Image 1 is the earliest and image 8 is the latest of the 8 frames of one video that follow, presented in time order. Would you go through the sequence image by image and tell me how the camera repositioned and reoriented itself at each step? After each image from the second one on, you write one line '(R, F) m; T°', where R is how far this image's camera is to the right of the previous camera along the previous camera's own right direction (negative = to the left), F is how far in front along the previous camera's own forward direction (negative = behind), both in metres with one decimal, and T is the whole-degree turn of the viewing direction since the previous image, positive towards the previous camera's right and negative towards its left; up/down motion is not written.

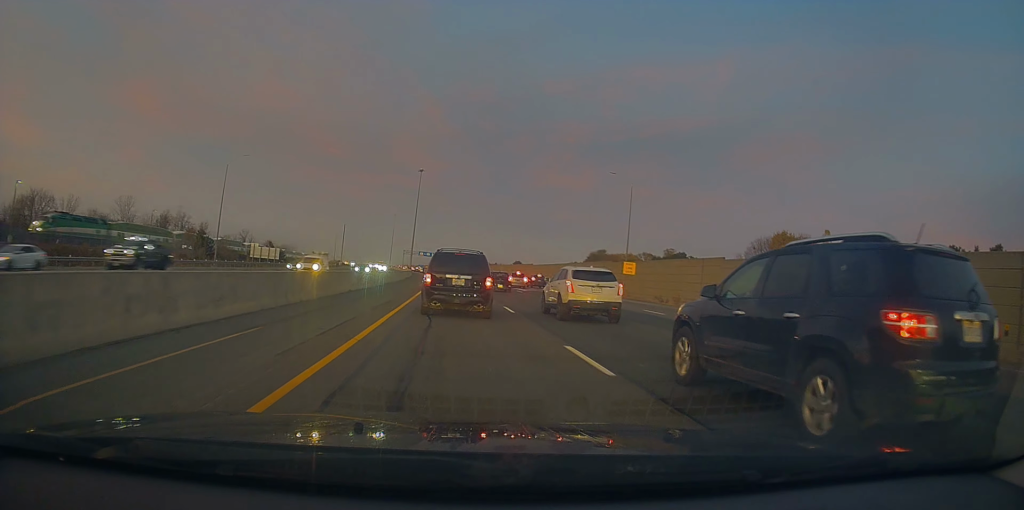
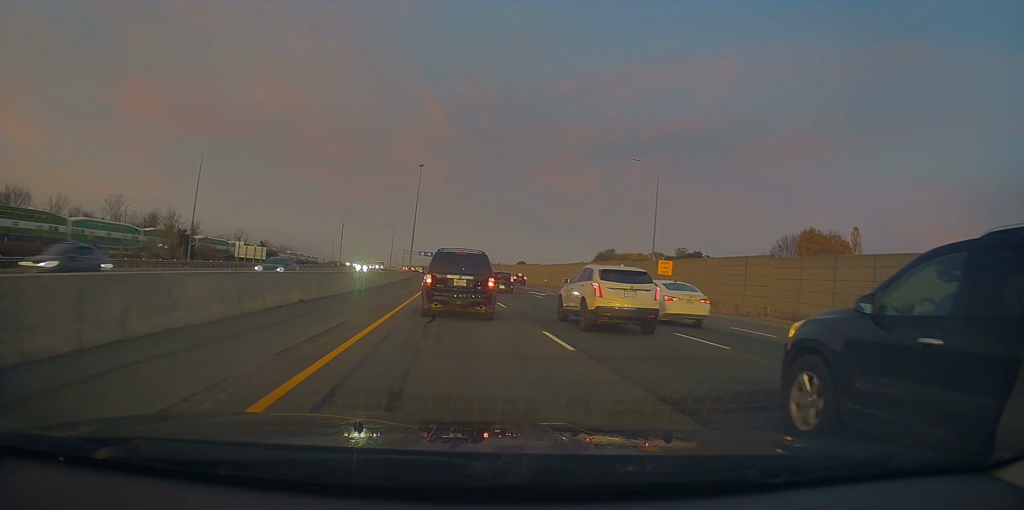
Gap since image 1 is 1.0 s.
(-0.2, +9.6) m; +1°
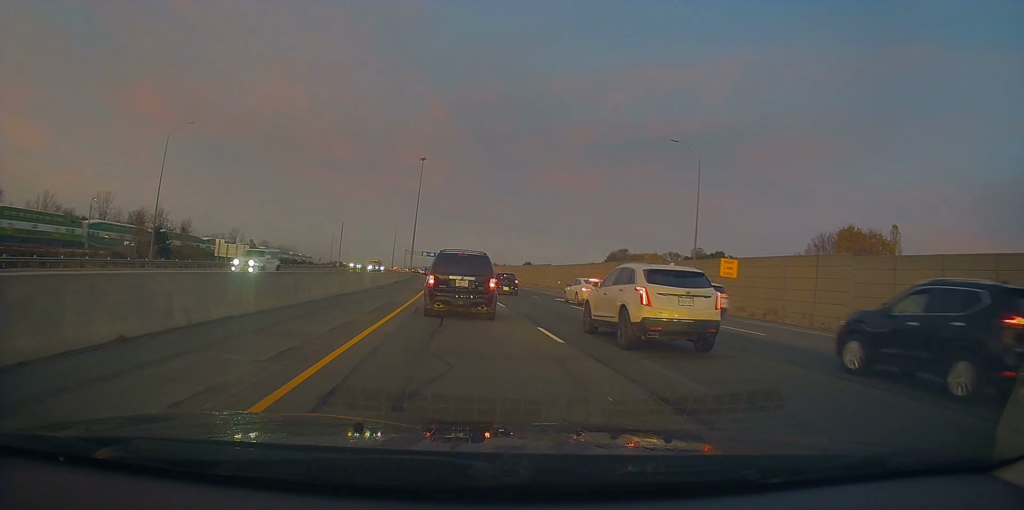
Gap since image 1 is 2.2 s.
(+0.4, +10.7) m; +1°
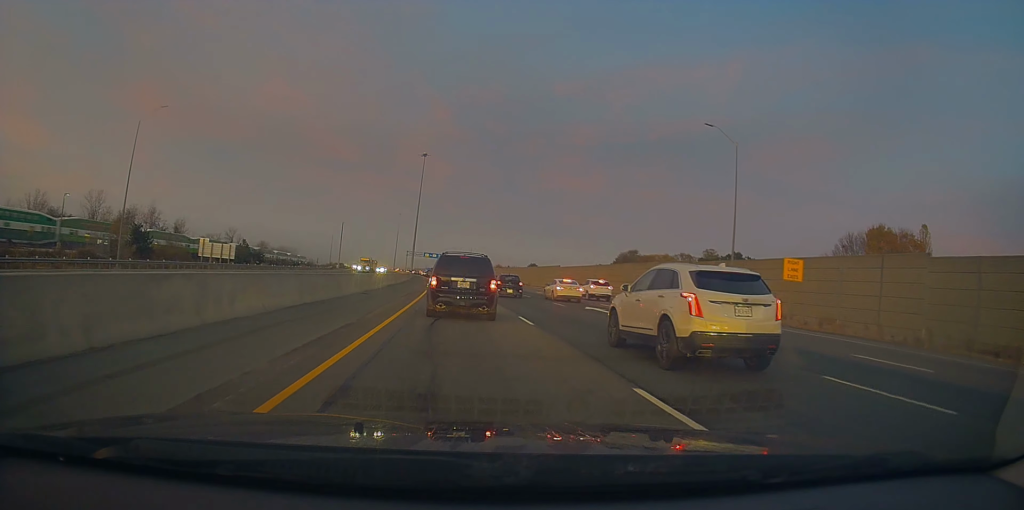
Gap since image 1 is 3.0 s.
(-0.1, +7.5) m; -3°
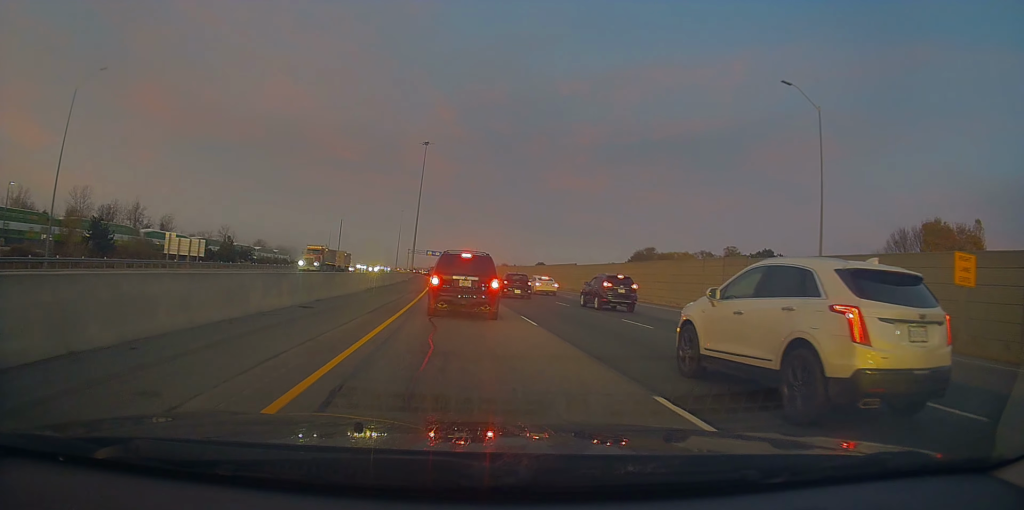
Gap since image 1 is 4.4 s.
(-0.5, +12.3) m; -2°
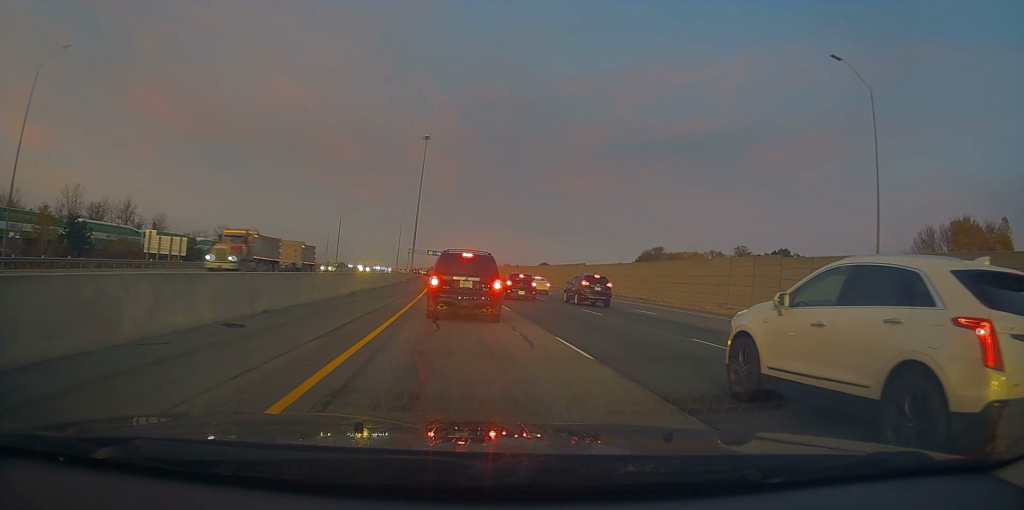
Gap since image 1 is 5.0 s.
(0.0, +5.3) m; +1°
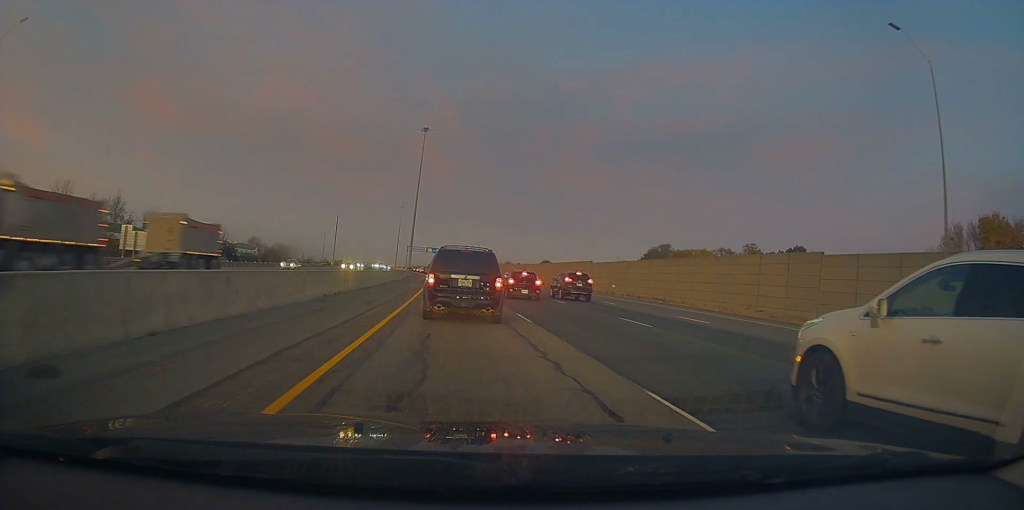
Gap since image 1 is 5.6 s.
(-0.1, +5.0) m; +1°
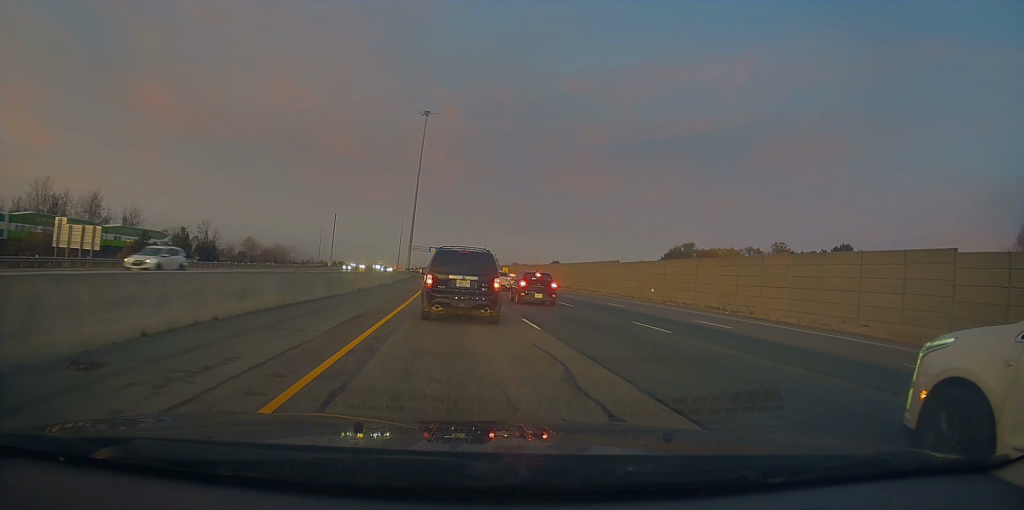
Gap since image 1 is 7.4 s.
(+0.2, +12.4) m; -1°
